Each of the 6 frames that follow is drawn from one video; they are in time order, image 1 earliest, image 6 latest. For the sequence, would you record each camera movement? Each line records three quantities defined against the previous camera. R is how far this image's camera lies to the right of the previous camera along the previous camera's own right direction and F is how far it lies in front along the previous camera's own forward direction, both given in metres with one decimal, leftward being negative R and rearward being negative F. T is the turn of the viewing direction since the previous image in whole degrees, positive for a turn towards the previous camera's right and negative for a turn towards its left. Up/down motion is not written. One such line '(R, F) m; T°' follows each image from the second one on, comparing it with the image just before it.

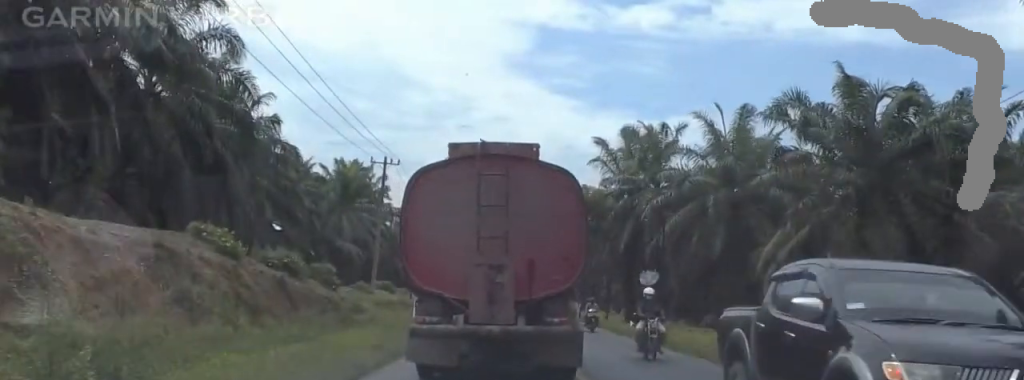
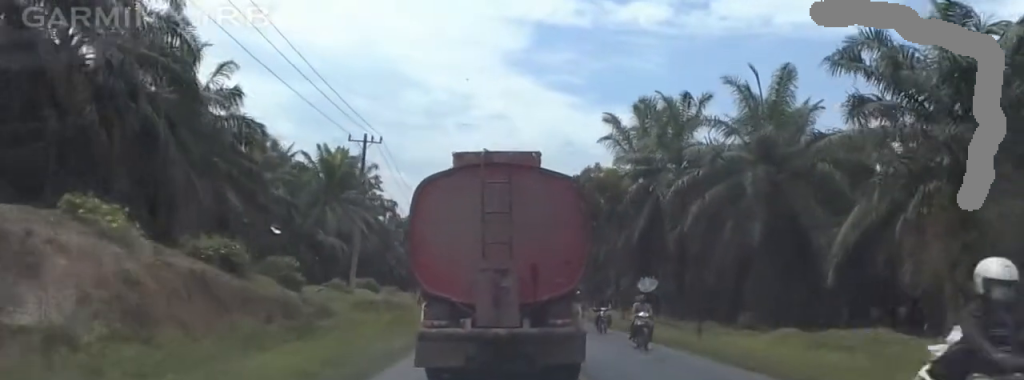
(-0.7, +7.5) m; -1°
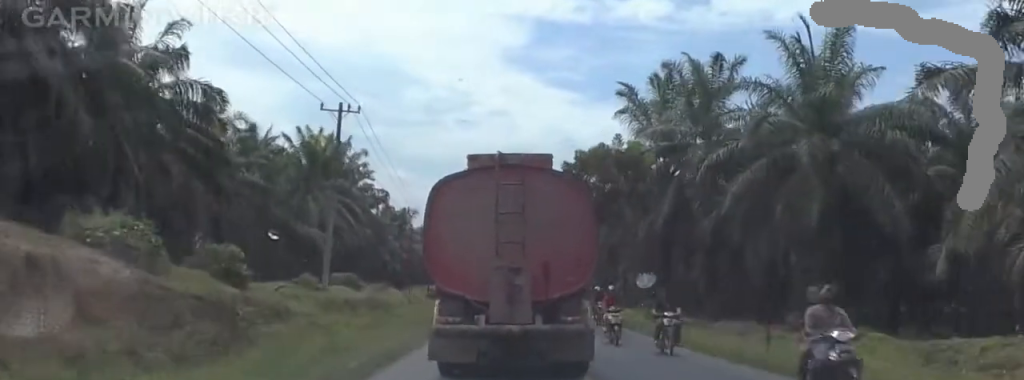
(-0.1, +7.1) m; 0°
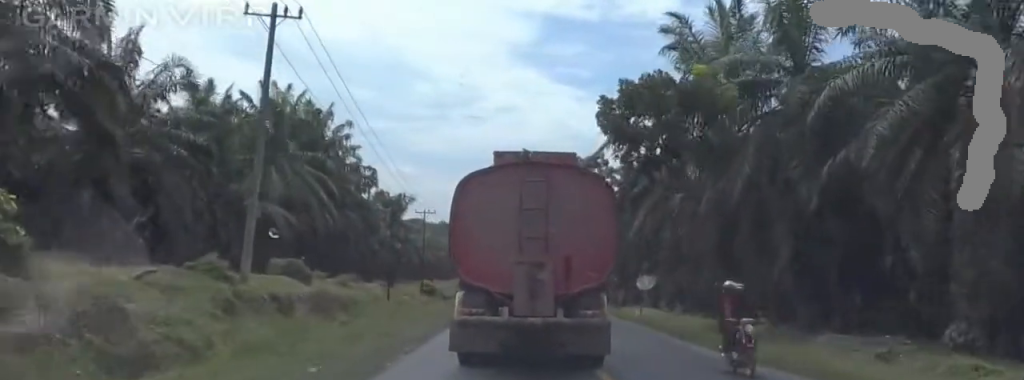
(+0.2, +12.2) m; -3°
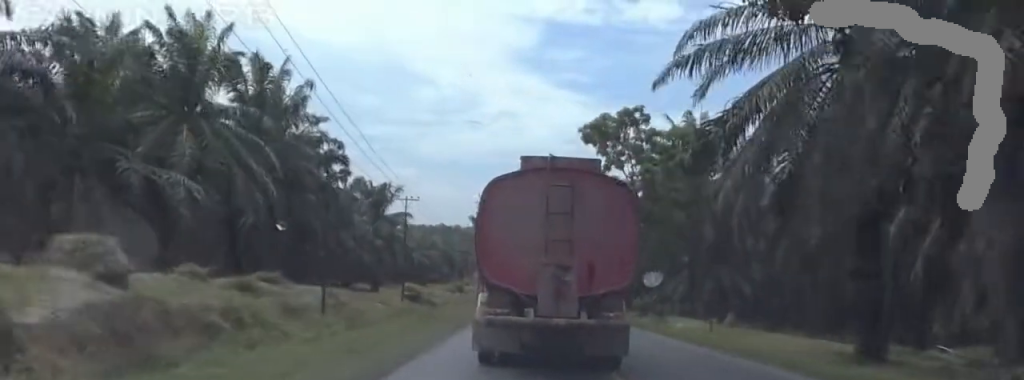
(-0.8, +14.3) m; +2°
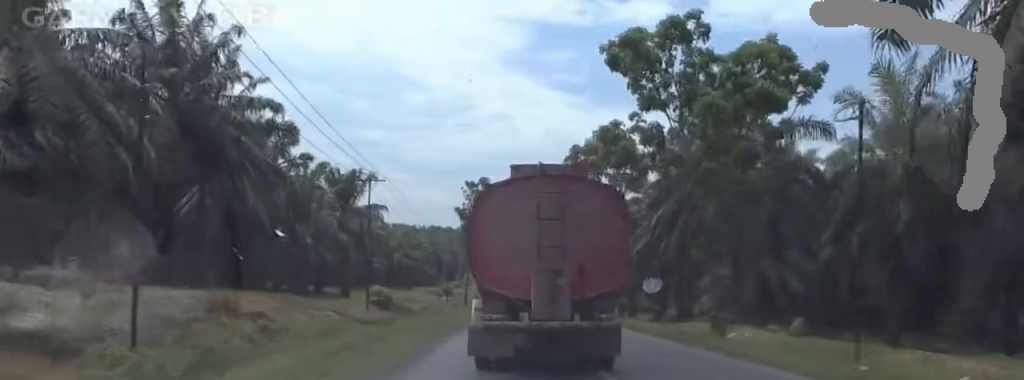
(+1.2, +12.7) m; +1°
